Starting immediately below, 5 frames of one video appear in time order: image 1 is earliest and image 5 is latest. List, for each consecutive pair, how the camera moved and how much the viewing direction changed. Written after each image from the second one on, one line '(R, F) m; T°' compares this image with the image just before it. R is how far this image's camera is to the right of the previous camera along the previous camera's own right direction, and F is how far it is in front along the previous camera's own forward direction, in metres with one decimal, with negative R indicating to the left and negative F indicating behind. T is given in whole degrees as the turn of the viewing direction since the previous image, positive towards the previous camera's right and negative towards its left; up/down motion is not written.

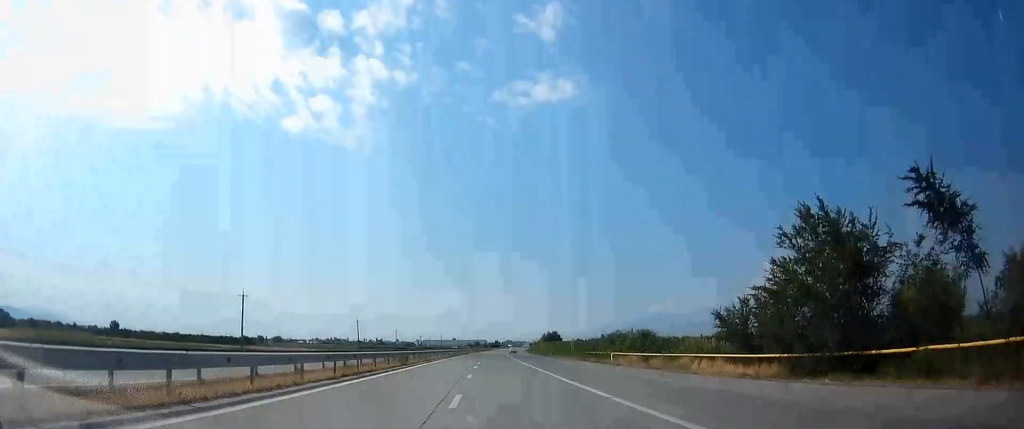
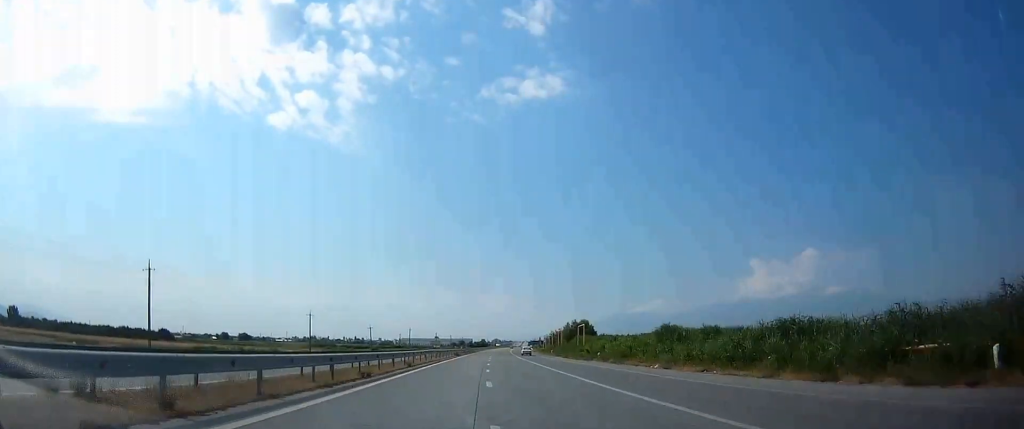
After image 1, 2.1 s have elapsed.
(+1.3, +89.1) m; +2°
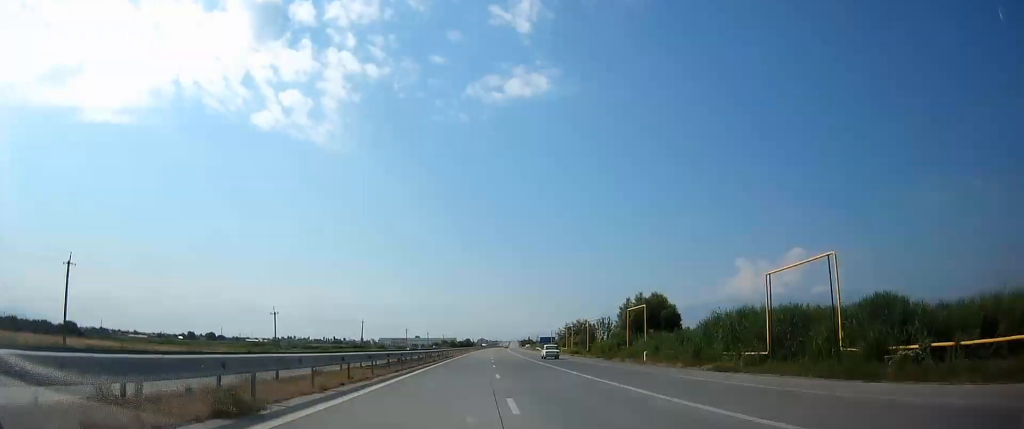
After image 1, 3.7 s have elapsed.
(+0.7, +67.3) m; +1°
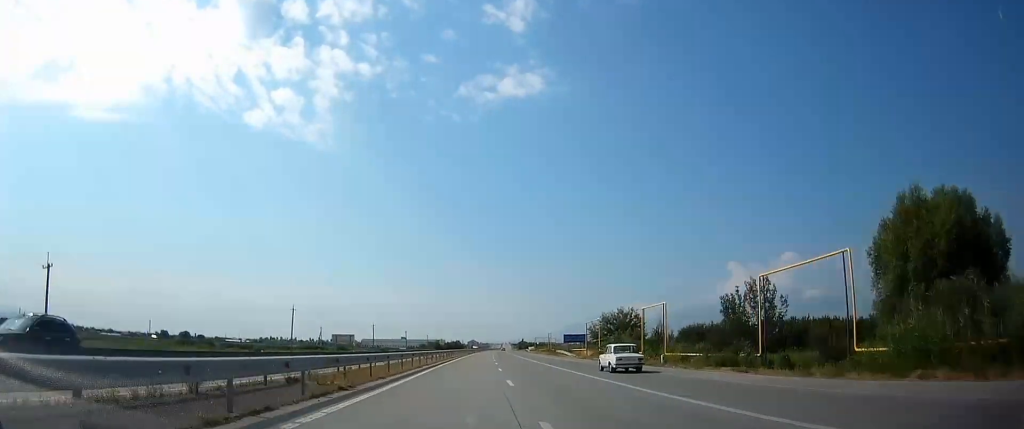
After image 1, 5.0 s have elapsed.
(+0.4, +53.5) m; +1°
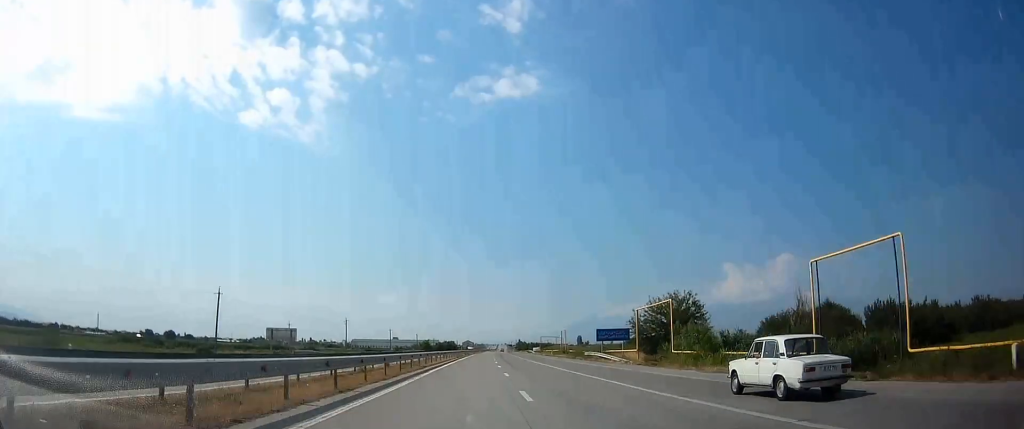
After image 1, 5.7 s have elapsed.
(0.0, +29.7) m; 0°
